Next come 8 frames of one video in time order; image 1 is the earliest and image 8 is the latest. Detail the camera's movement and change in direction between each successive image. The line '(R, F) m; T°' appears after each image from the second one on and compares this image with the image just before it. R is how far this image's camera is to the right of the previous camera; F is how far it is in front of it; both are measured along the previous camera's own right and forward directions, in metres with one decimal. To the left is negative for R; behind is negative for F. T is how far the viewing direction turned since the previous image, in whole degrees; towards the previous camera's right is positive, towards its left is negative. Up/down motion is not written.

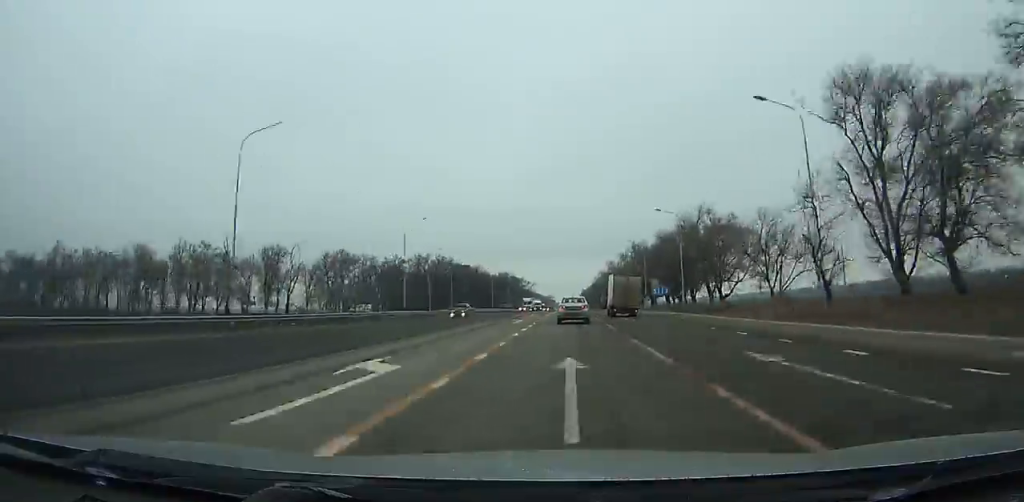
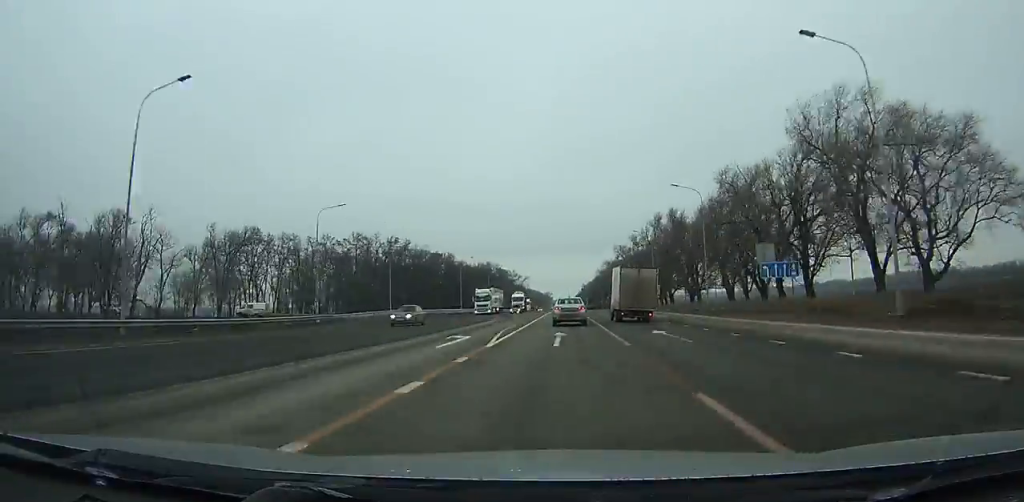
(+0.2, +48.8) m; 0°
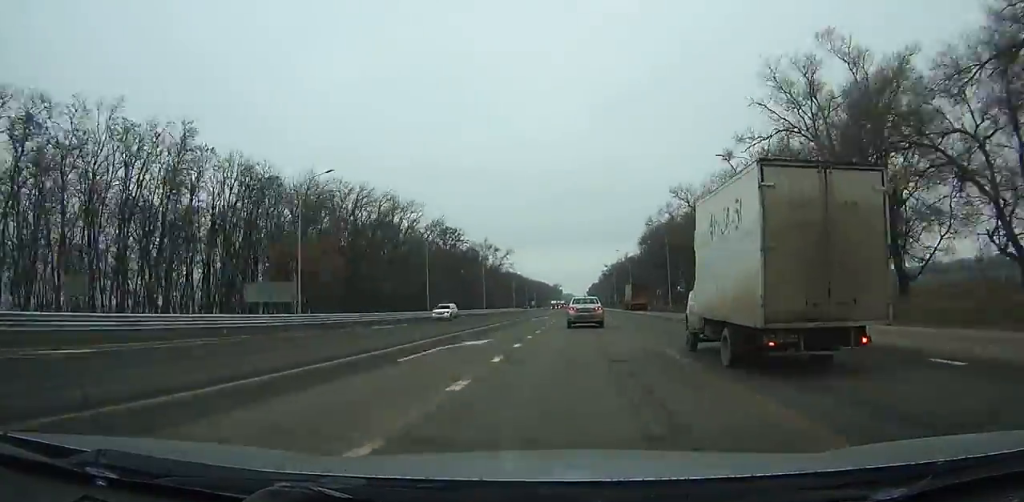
(-0.5, +124.7) m; 0°
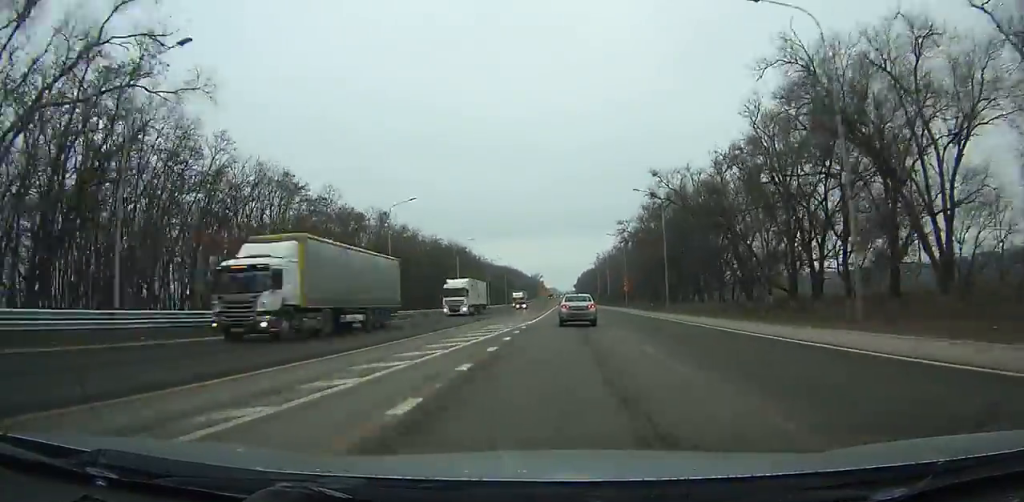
(+0.5, +143.2) m; 0°
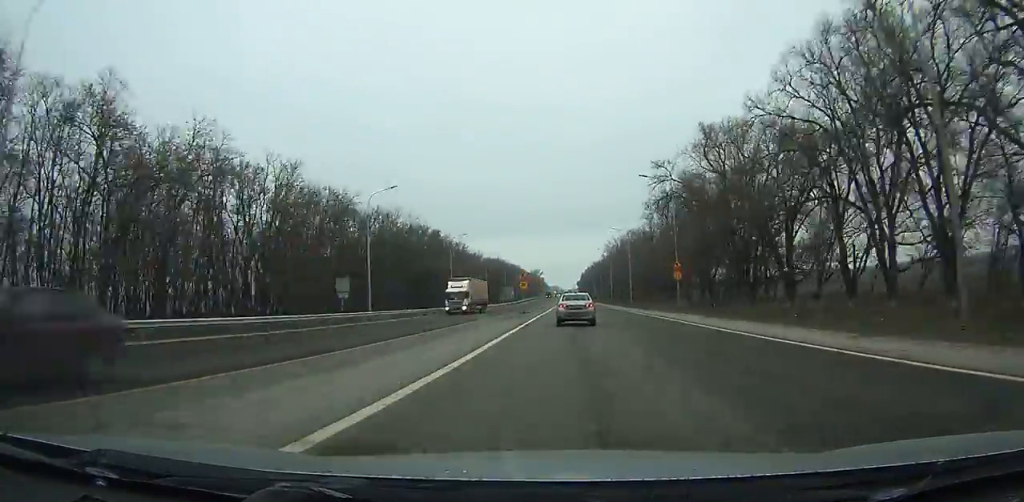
(0.0, +45.0) m; 0°
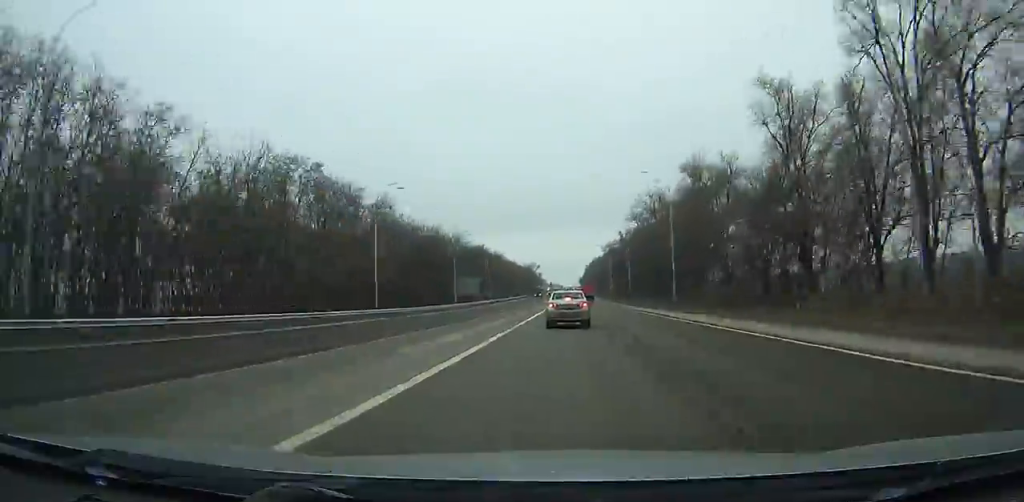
(0.0, +74.4) m; 0°
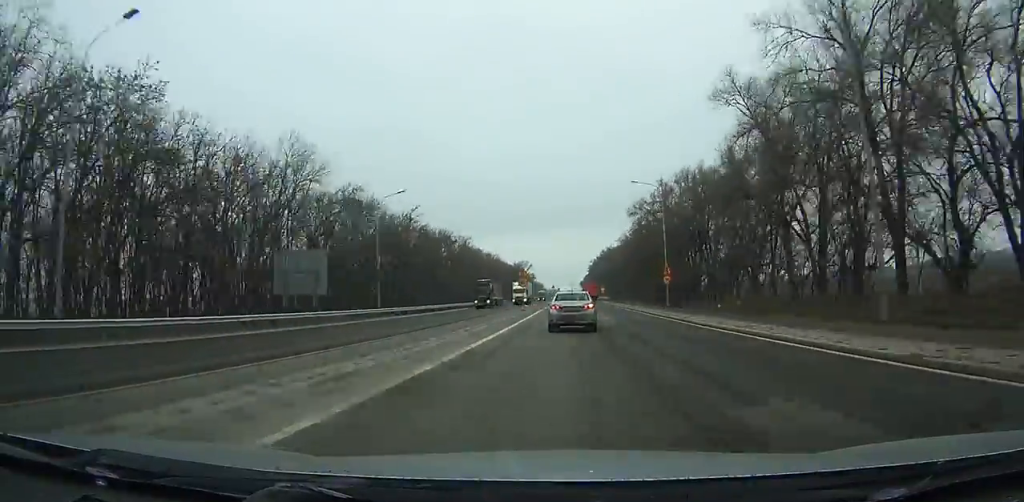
(+0.3, +74.8) m; +1°
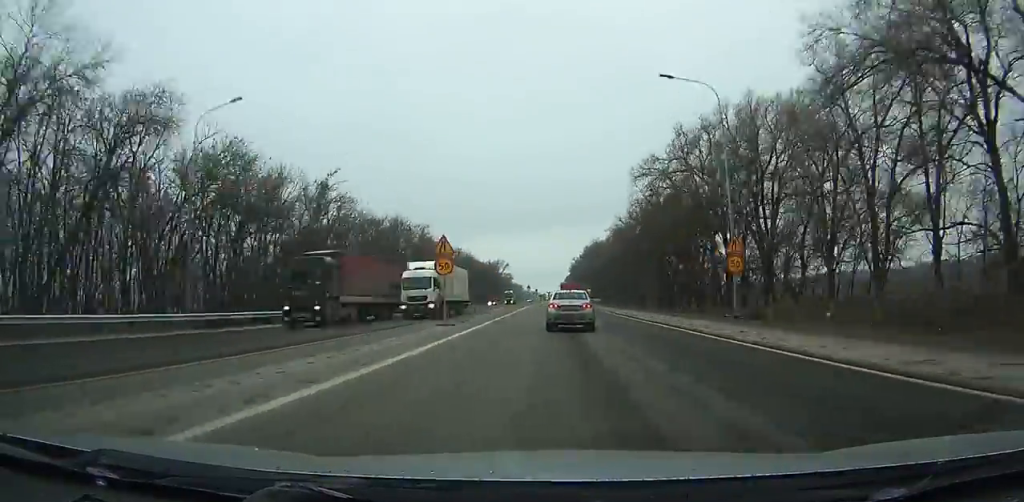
(0.0, +27.6) m; 0°
